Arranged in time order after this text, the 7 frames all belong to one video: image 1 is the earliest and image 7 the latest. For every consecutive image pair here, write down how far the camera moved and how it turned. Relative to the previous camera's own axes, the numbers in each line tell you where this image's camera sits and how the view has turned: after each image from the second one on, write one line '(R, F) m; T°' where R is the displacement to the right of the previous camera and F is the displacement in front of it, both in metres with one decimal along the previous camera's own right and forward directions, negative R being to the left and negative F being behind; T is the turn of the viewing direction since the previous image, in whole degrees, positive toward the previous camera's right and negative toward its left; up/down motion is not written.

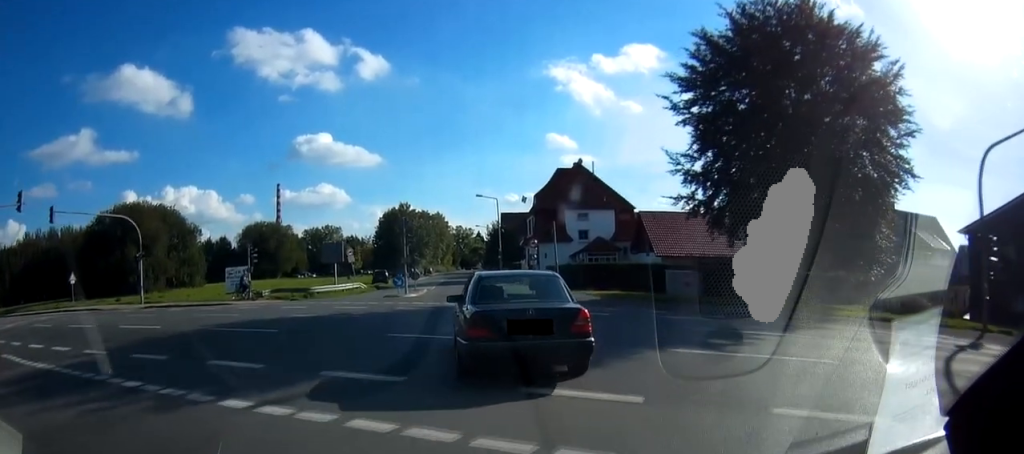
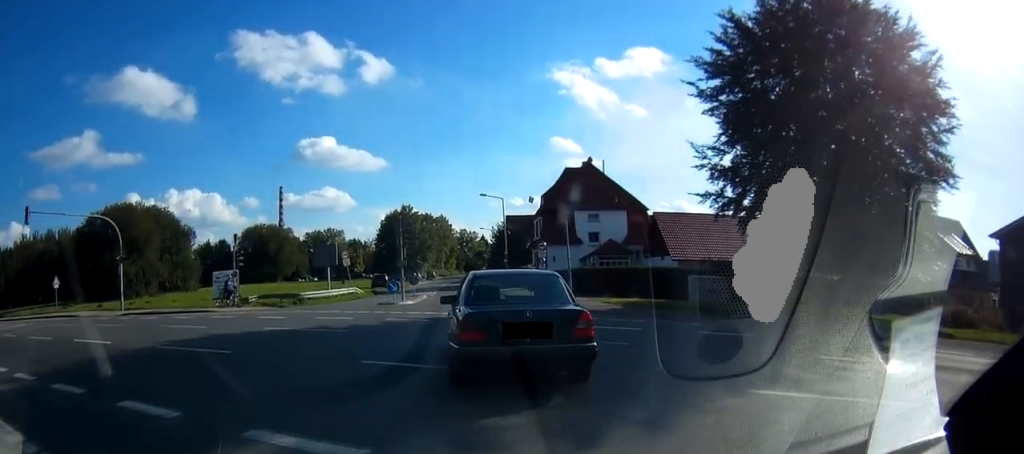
(0.0, +2.0) m; -1°
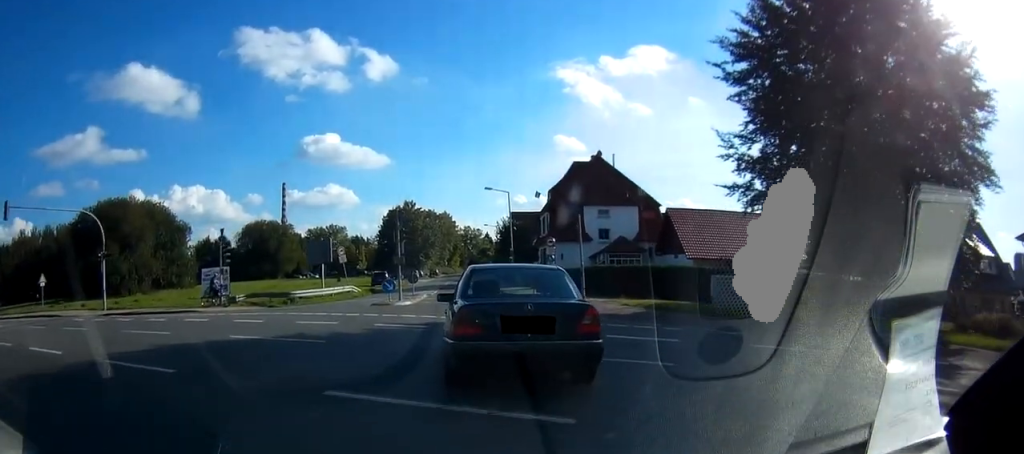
(0.0, +1.2) m; 0°
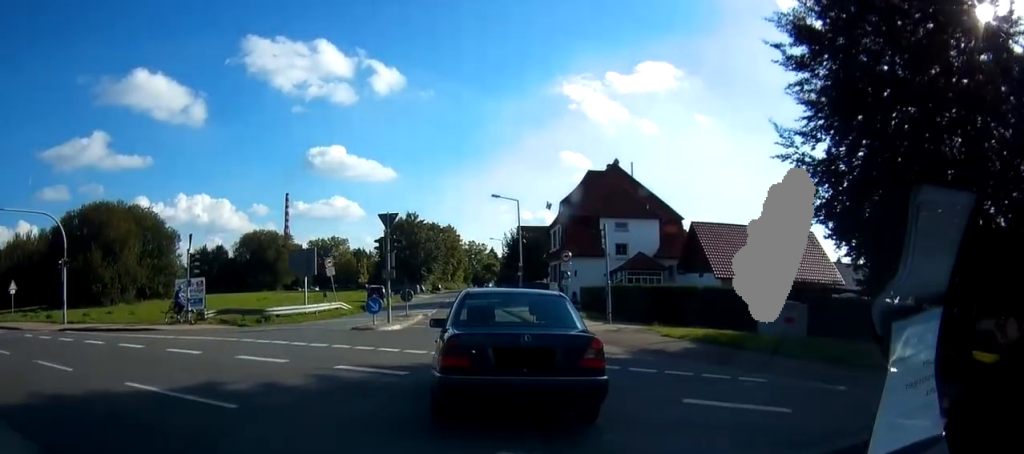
(0.0, +2.8) m; -2°
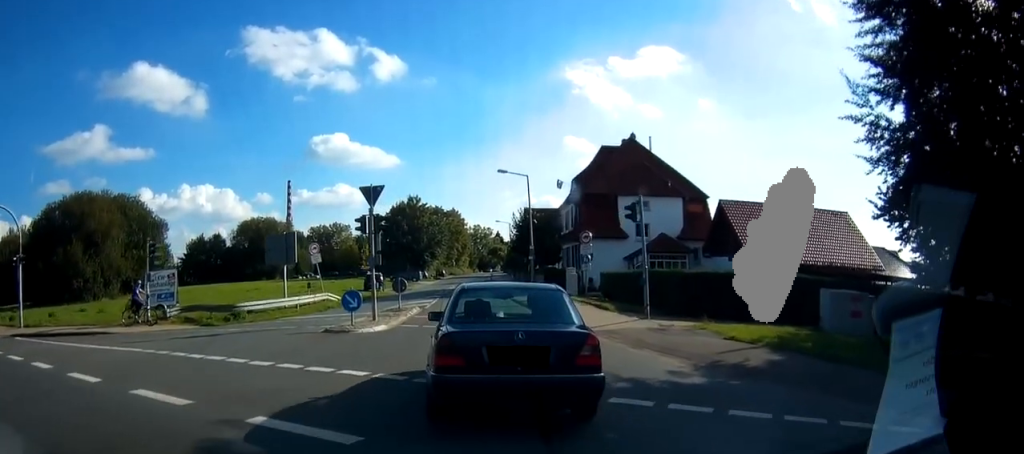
(-0.1, +4.7) m; 0°
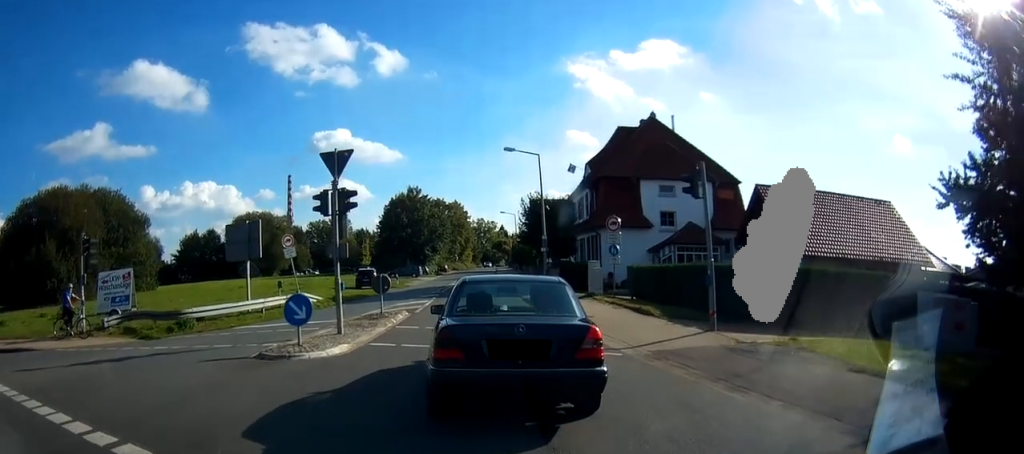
(+0.2, +5.9) m; +1°
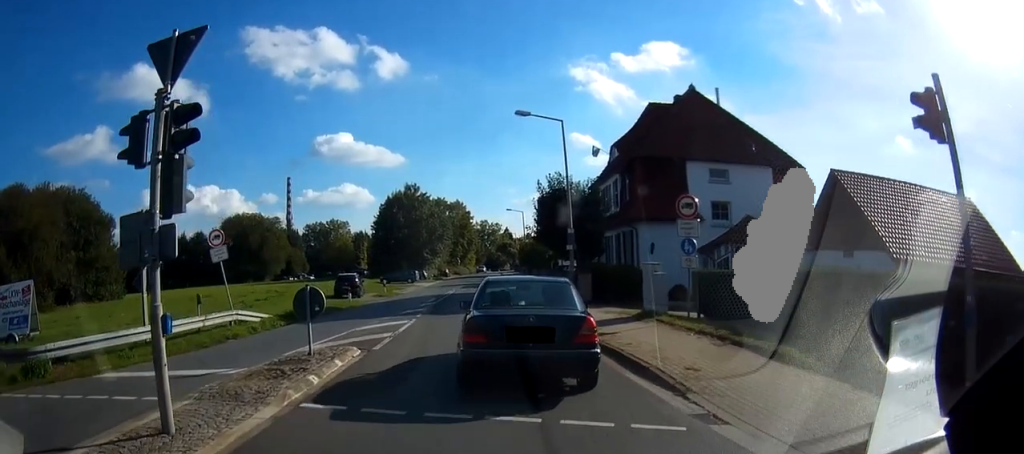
(0.0, +8.2) m; 0°
